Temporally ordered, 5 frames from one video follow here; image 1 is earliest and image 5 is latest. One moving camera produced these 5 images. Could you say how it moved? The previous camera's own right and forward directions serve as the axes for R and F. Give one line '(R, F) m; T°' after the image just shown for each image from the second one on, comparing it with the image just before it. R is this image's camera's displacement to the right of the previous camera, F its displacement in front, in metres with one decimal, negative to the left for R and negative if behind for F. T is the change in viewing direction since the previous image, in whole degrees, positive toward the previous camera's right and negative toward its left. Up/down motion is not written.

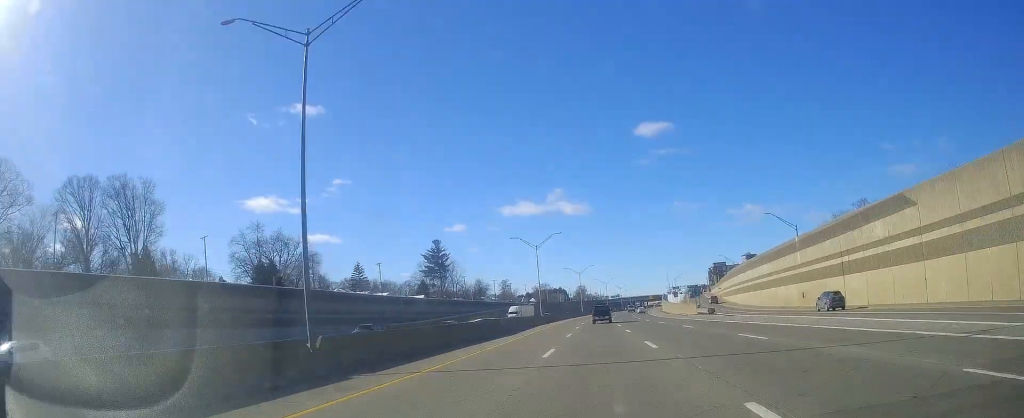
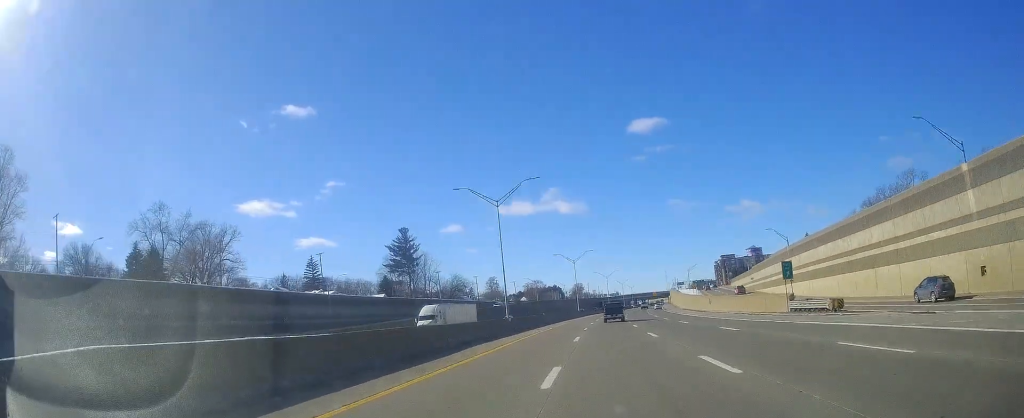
(+0.3, +38.5) m; +2°
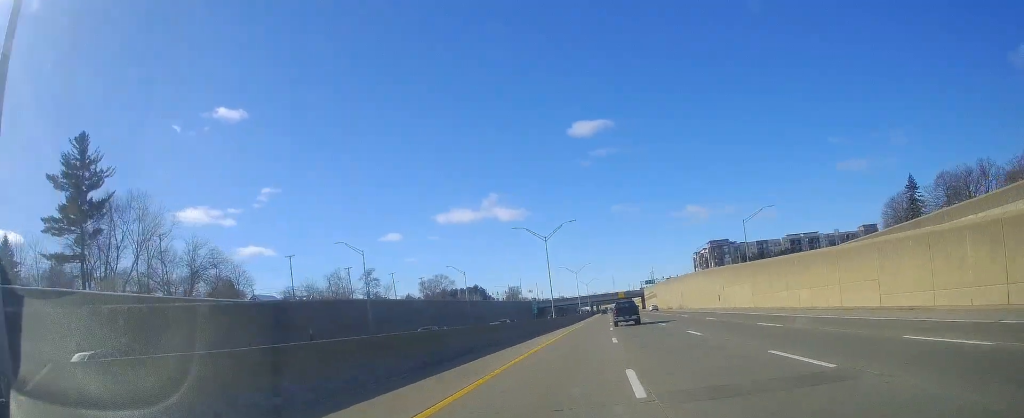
(+4.5, +123.6) m; +5°
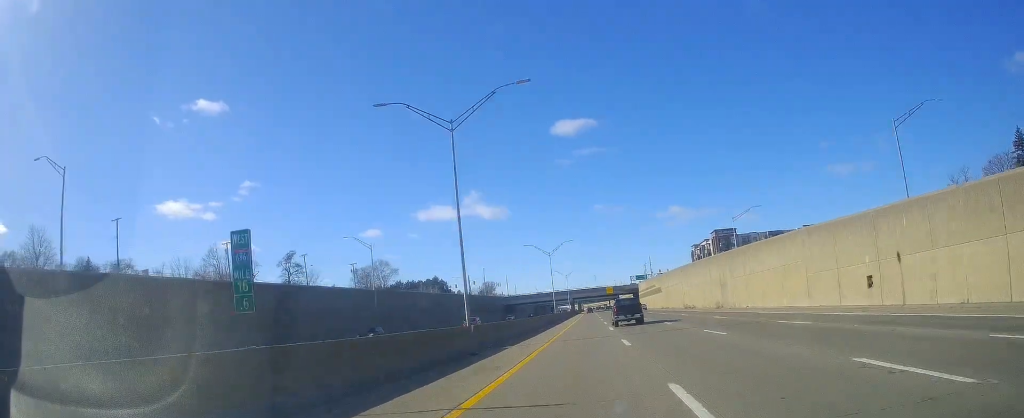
(+1.3, +49.0) m; +2°
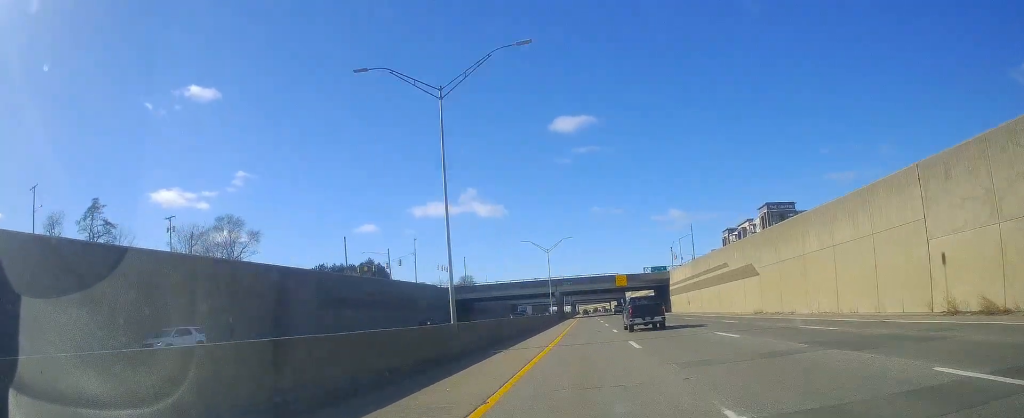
(-1.0, +78.6) m; -1°
